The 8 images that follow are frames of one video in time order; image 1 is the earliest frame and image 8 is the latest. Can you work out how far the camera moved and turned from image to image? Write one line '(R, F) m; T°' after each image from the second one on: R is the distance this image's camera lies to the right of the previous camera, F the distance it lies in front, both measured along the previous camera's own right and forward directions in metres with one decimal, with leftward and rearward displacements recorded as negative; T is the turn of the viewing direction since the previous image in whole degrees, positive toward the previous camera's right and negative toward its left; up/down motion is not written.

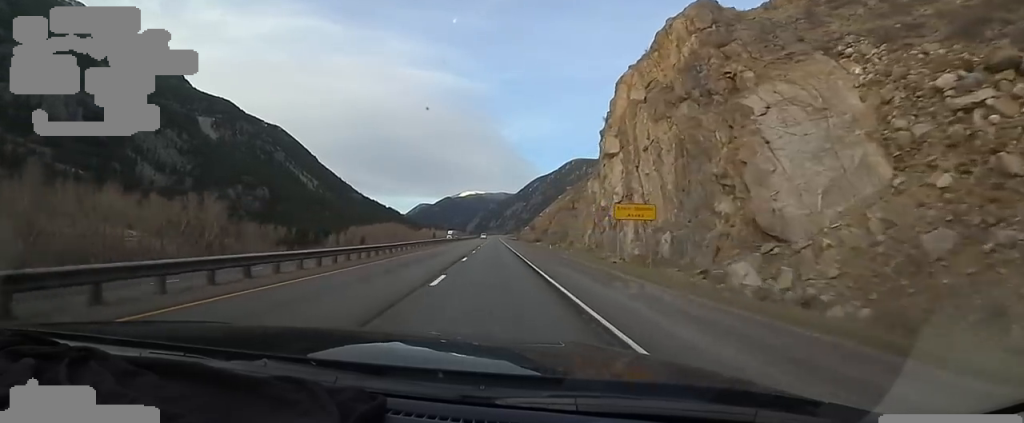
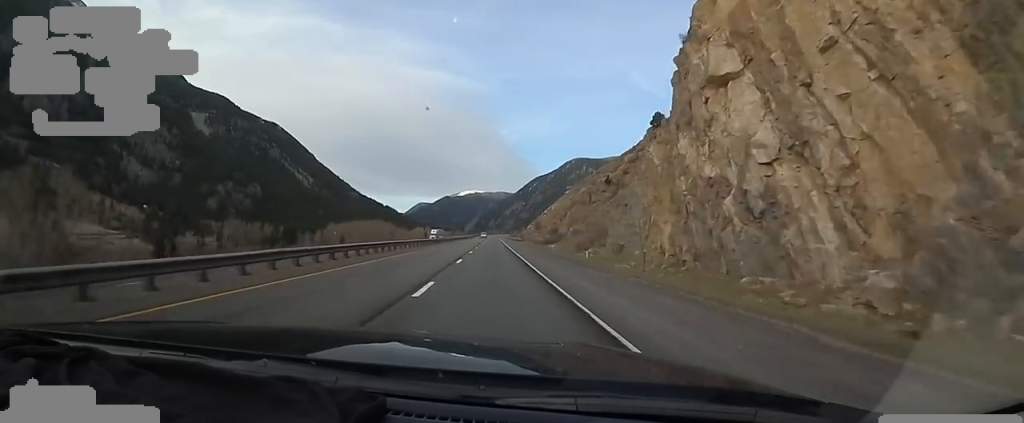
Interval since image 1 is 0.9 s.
(-0.3, +27.1) m; 0°
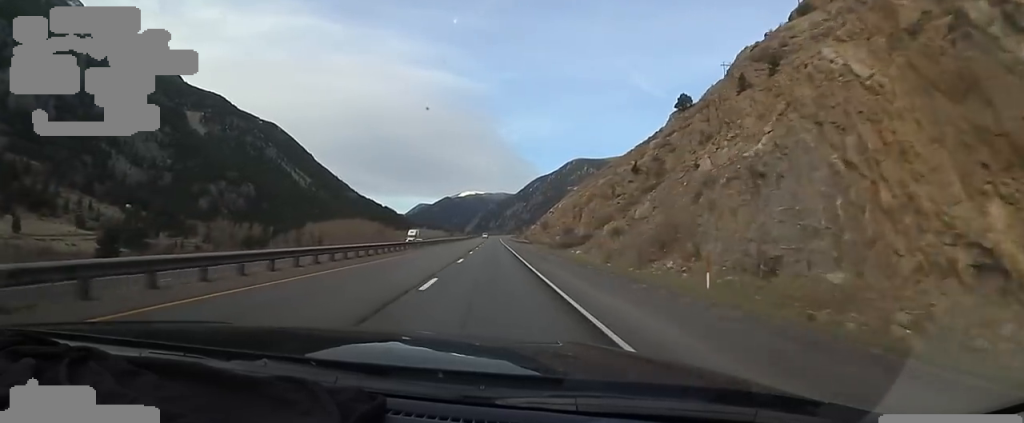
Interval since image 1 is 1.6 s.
(+0.3, +22.8) m; +1°
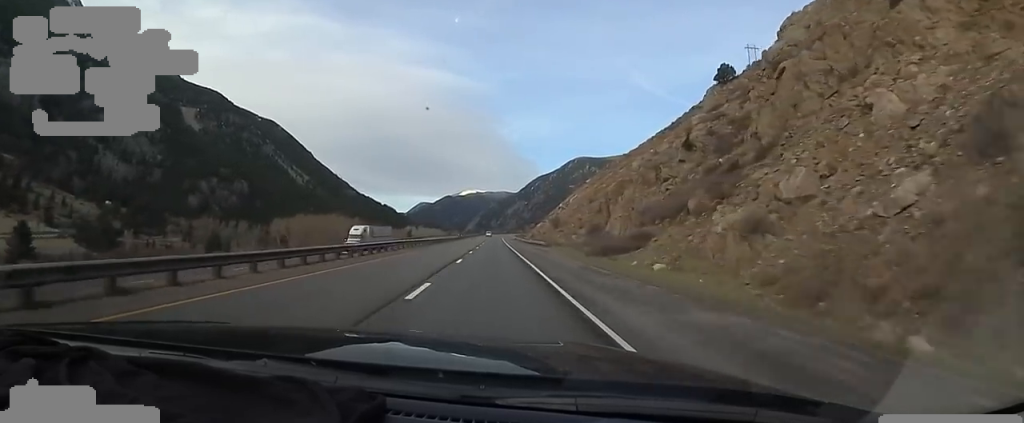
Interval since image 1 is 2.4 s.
(0.0, +25.9) m; -1°
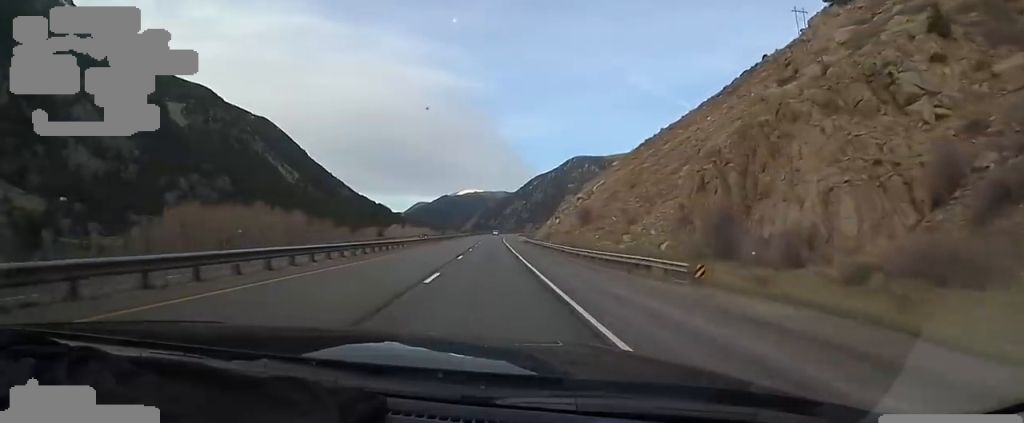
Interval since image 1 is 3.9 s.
(-0.5, +44.8) m; 0°
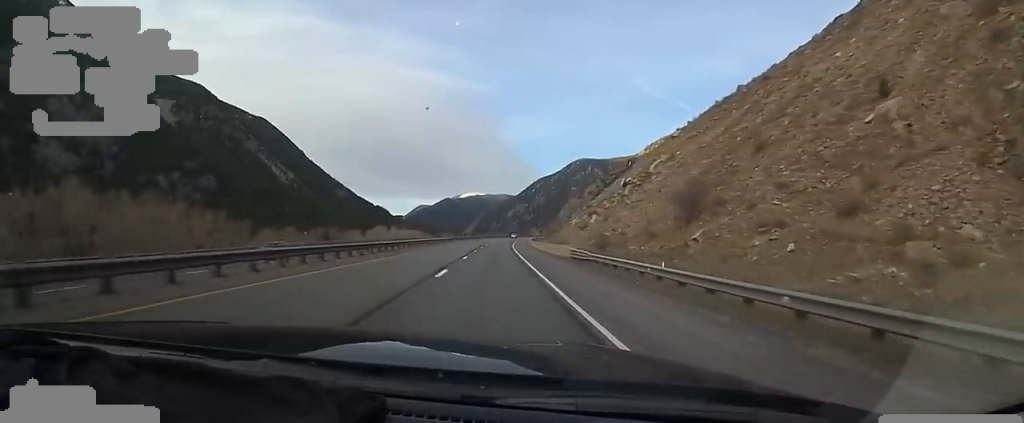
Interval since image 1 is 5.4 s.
(+0.7, +46.7) m; 0°
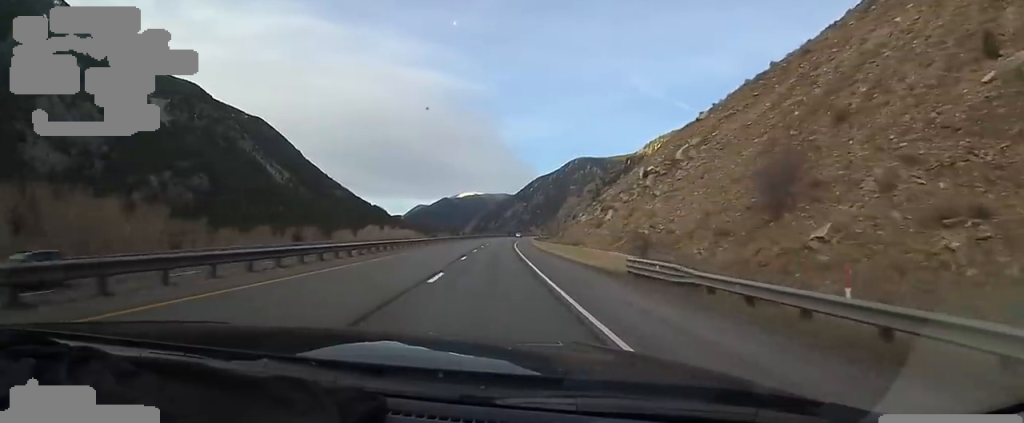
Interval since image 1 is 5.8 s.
(+0.1, +13.5) m; 0°
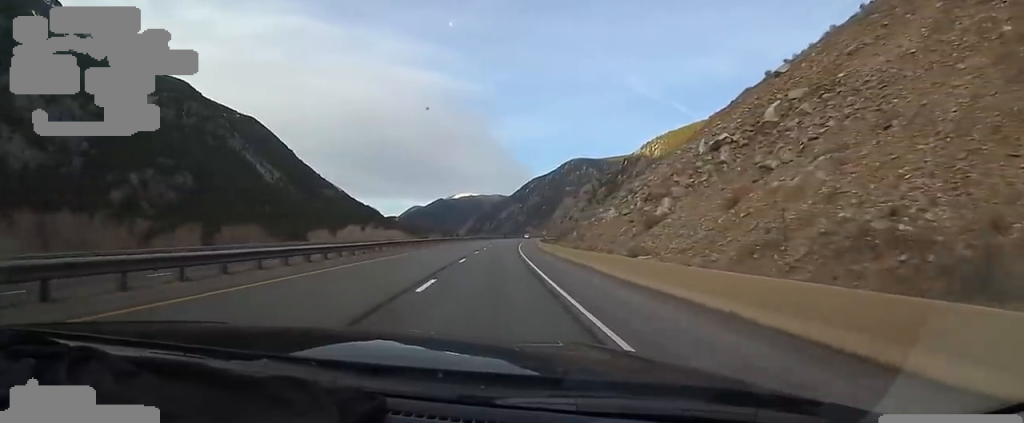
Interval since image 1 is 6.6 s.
(-0.4, +26.0) m; 0°
